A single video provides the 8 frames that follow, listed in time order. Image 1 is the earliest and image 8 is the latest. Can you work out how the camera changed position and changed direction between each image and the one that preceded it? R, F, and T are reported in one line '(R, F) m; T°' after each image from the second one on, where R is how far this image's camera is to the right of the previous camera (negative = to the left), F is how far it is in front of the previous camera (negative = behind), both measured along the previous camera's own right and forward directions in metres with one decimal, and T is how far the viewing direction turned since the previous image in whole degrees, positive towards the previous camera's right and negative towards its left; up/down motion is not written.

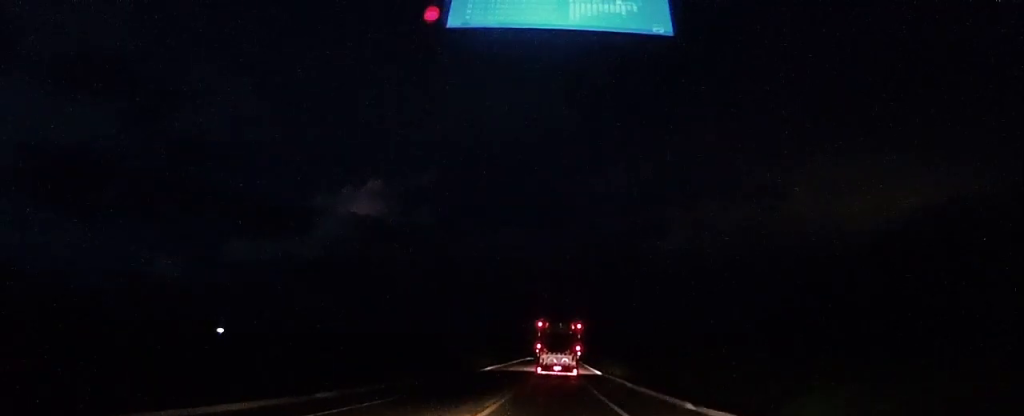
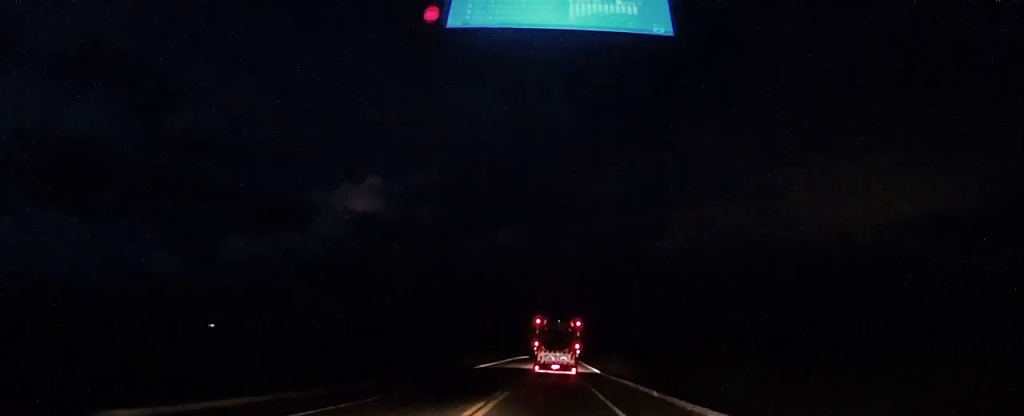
(-0.1, +12.2) m; 0°
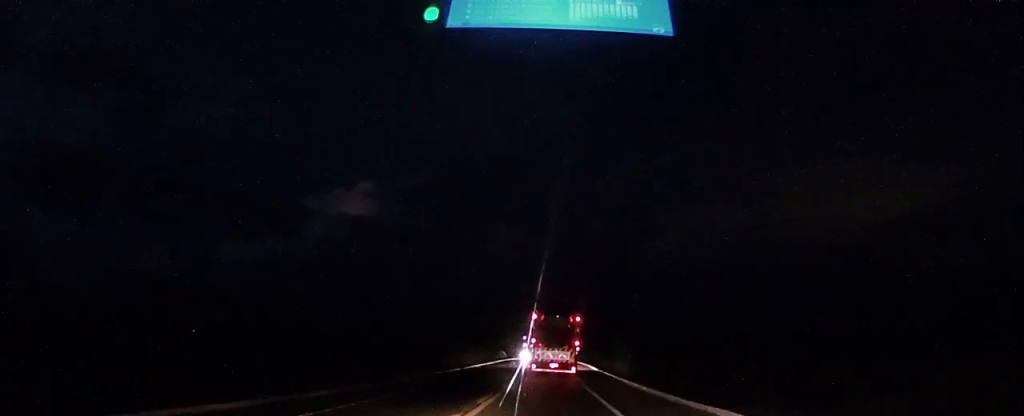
(0.0, +28.8) m; +1°
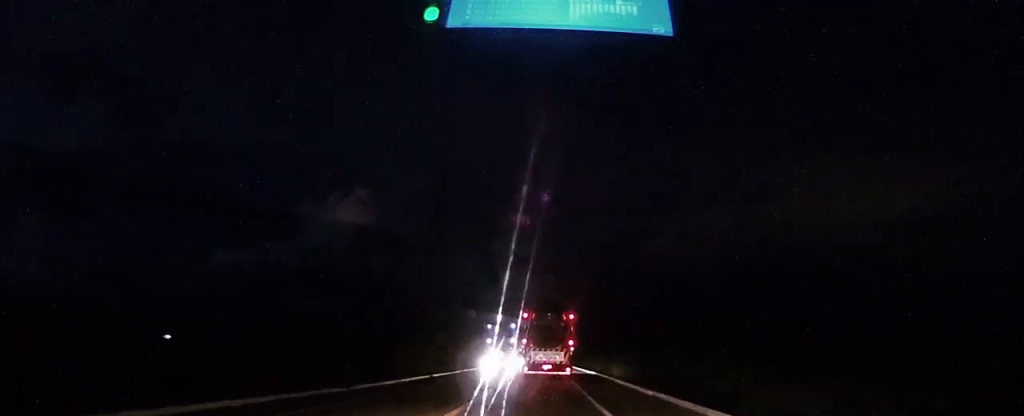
(+0.7, +35.3) m; +1°
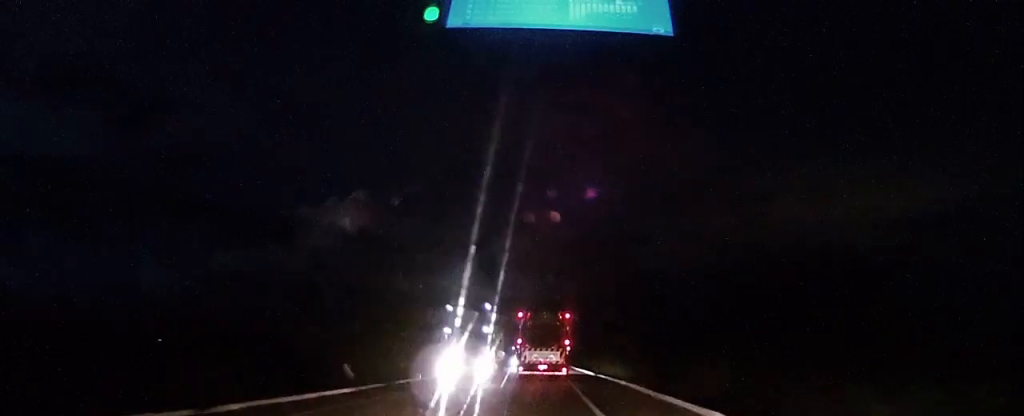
(-0.1, +12.5) m; 0°
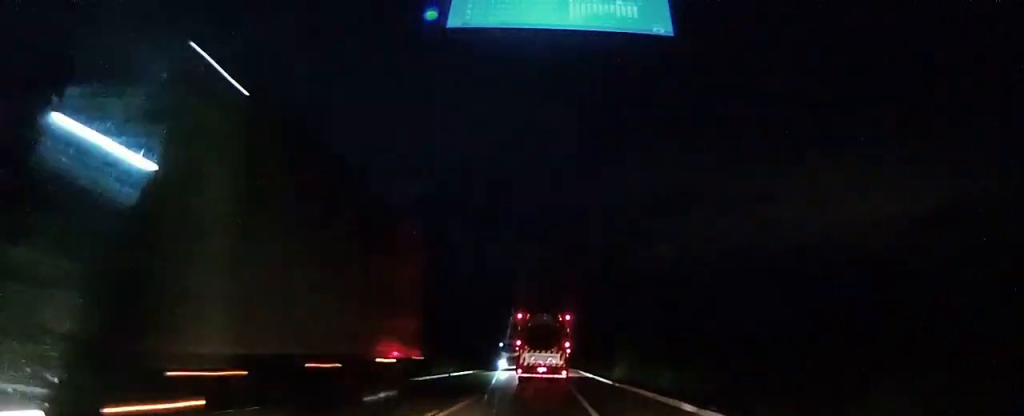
(-0.1, +17.4) m; 0°
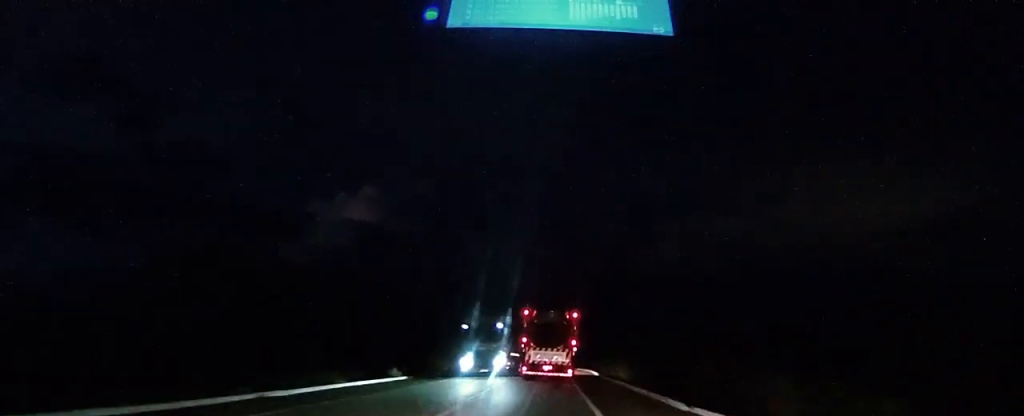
(0.0, +19.4) m; 0°
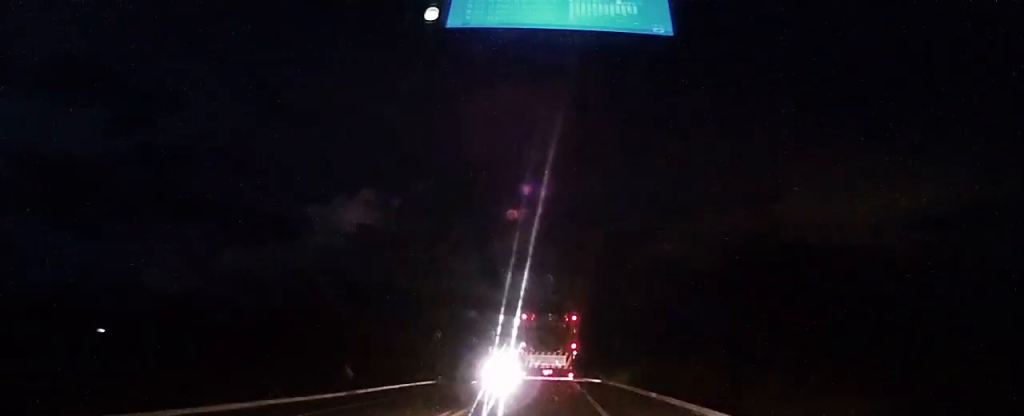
(+0.2, +54.5) m; -1°
